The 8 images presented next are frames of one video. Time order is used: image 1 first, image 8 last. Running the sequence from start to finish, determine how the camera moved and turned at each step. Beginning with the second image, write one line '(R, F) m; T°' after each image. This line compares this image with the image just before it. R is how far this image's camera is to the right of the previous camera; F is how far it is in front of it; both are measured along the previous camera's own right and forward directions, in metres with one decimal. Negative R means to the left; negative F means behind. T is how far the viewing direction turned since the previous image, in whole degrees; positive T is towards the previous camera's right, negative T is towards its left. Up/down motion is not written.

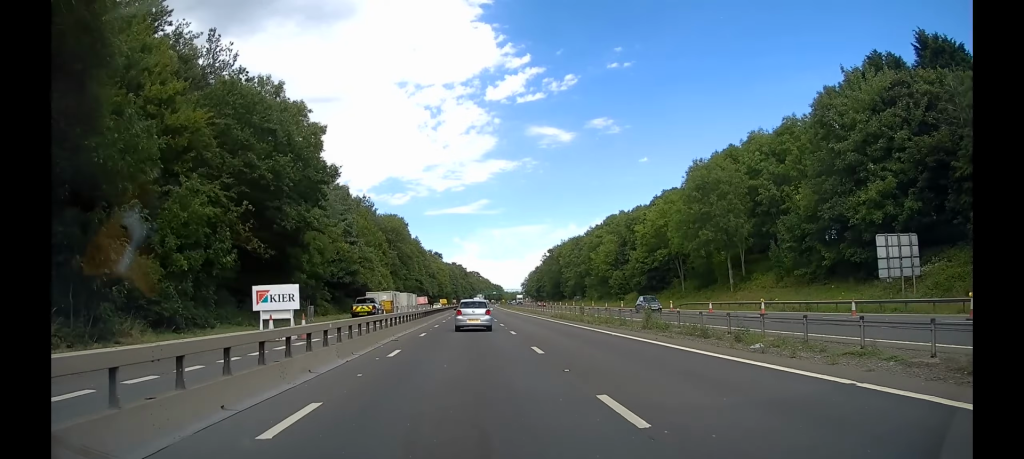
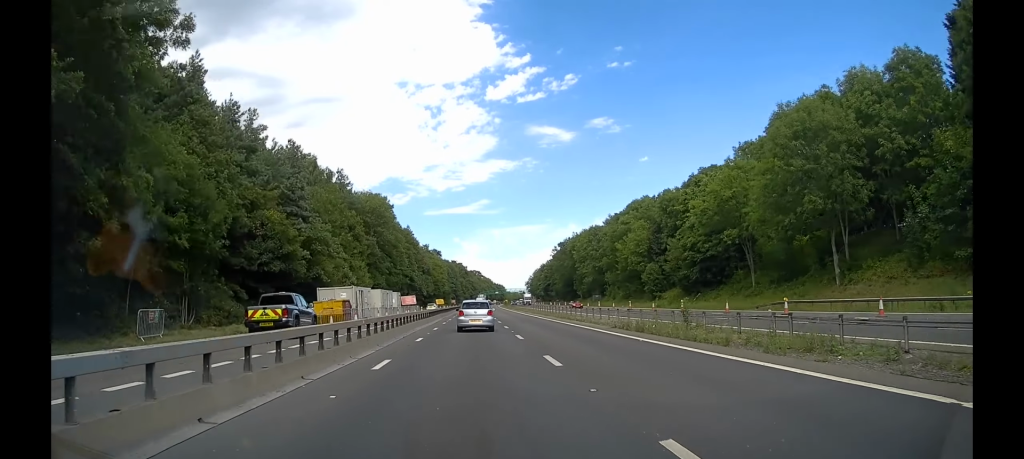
(0.0, +20.8) m; 0°
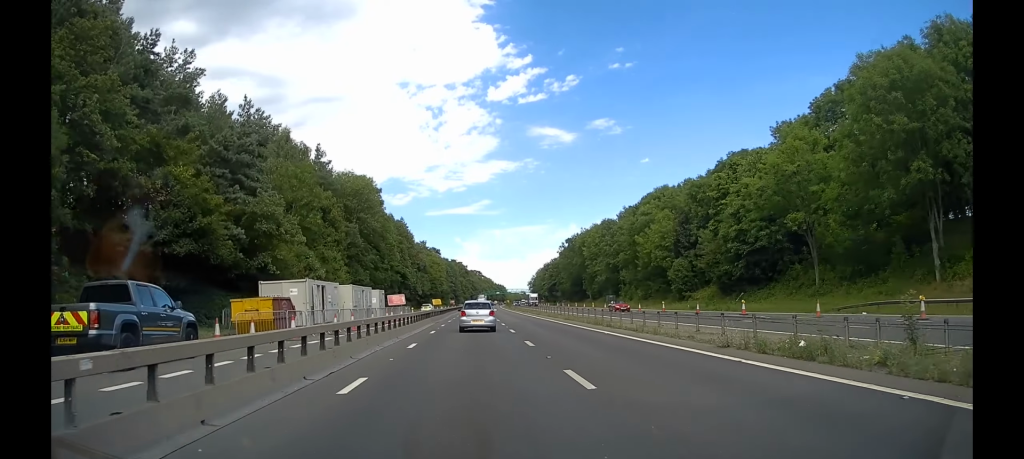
(0.0, +12.3) m; 0°
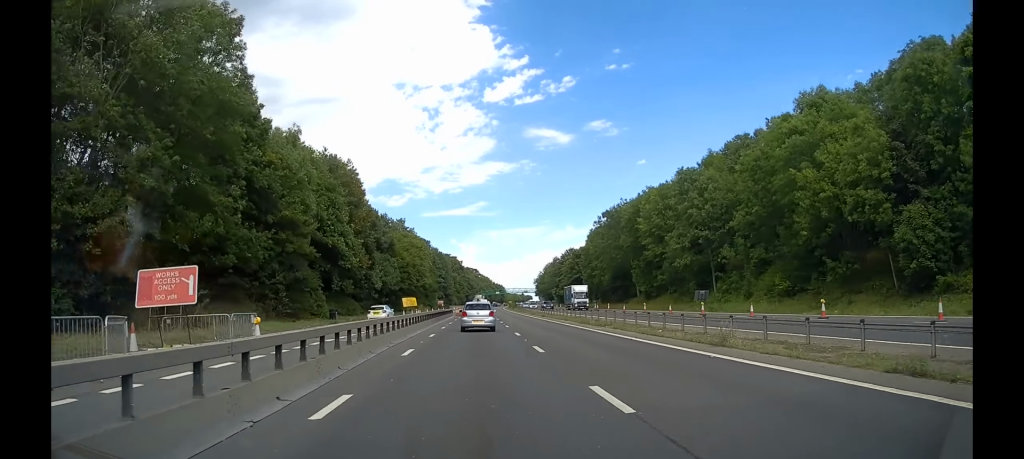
(+0.1, +45.8) m; 0°
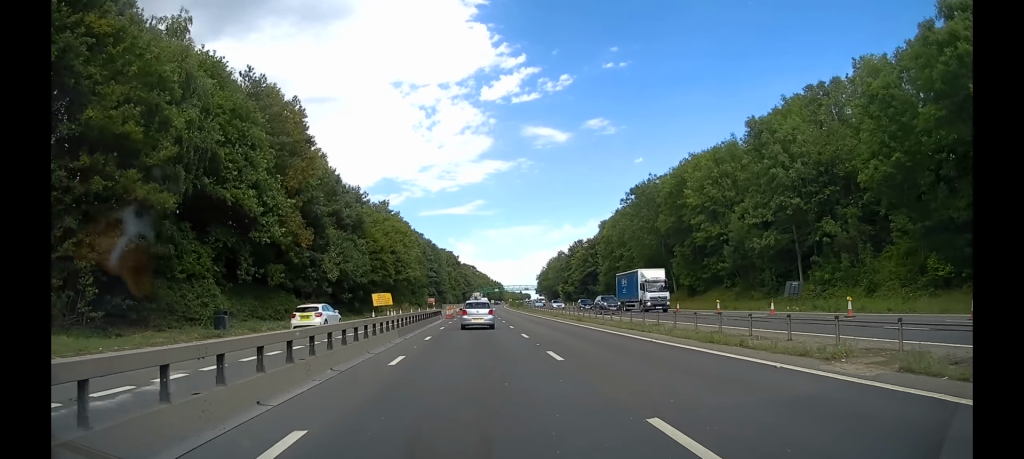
(0.0, +20.3) m; +1°
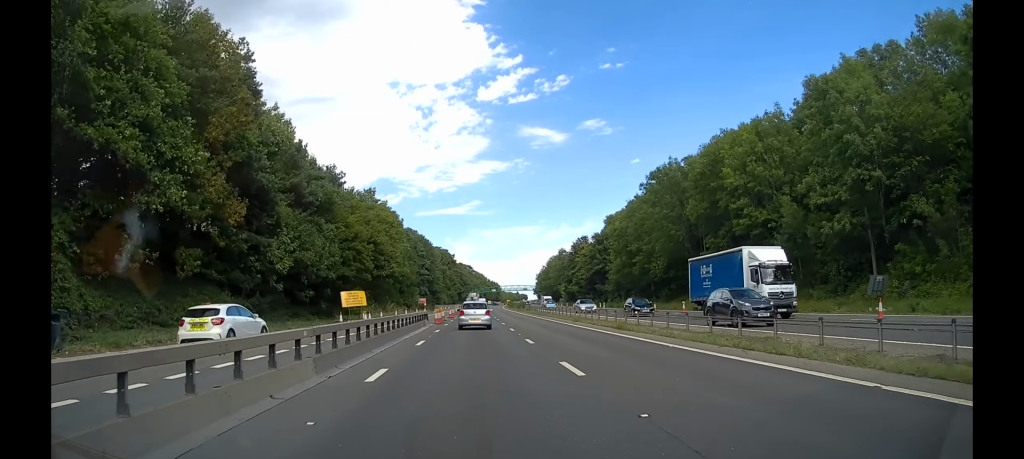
(+0.2, +11.3) m; 0°
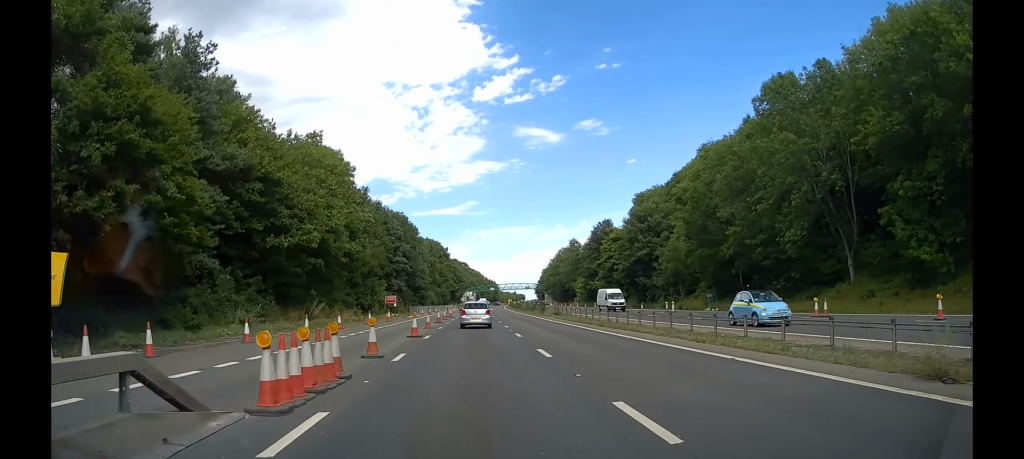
(0.0, +31.7) m; 0°
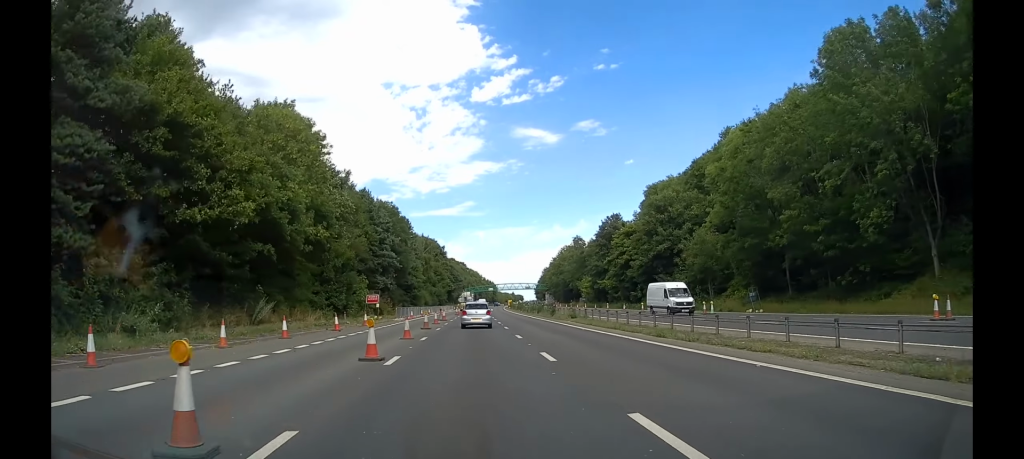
(0.0, +9.8) m; 0°
